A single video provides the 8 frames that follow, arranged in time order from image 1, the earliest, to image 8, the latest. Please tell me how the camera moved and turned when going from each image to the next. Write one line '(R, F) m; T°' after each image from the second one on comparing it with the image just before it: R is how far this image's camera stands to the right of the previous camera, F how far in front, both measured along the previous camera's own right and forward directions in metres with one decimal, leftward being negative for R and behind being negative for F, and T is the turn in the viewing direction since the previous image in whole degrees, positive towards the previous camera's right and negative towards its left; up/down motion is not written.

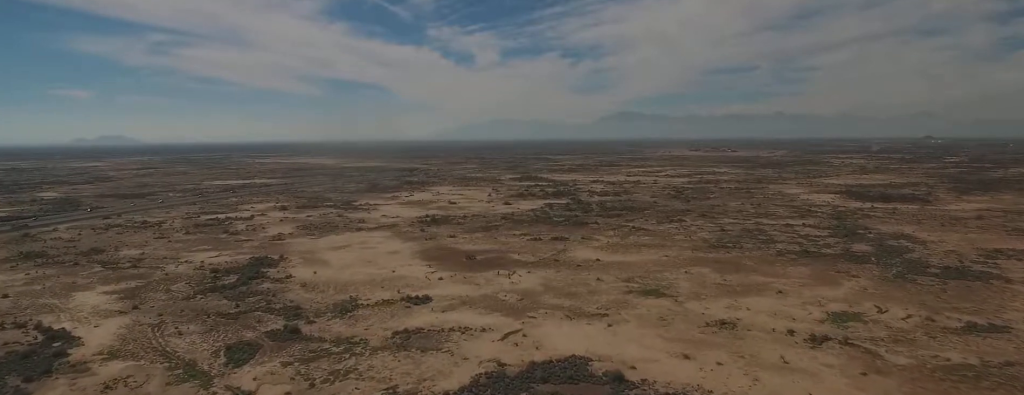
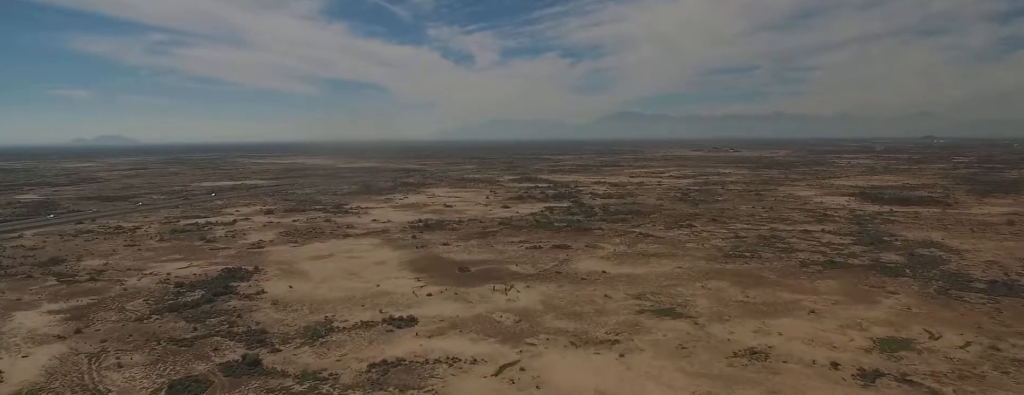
(-0.1, +25.1) m; -1°
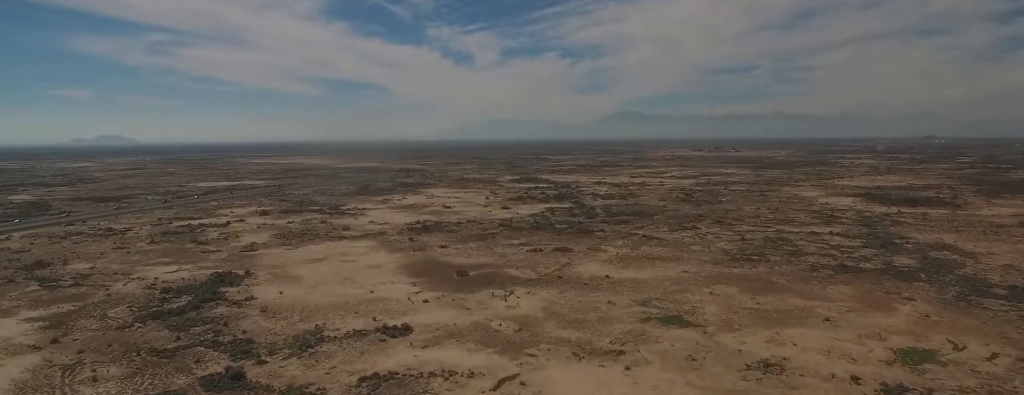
(0.0, +8.7) m; -1°
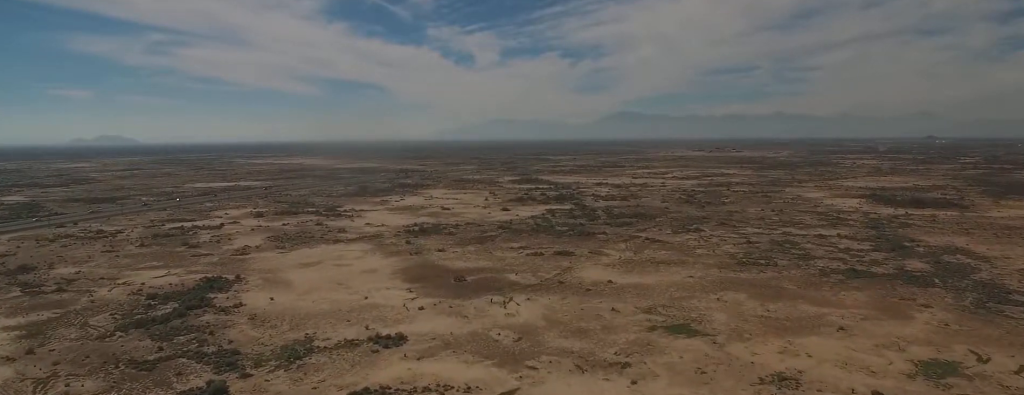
(0.0, +8.2) m; 0°
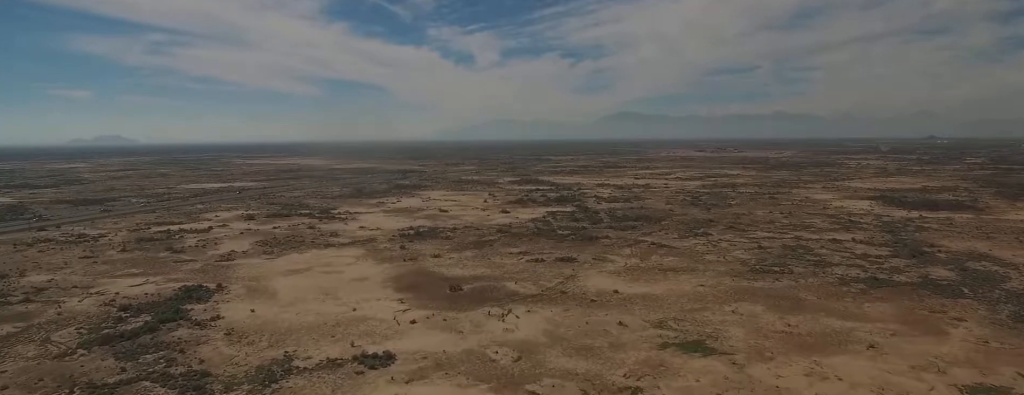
(-0.2, +15.0) m; -1°
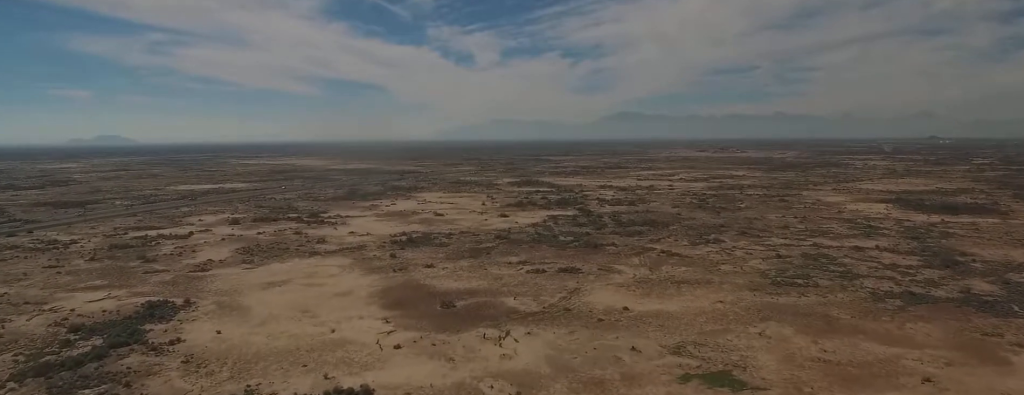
(0.0, +22.4) m; +1°
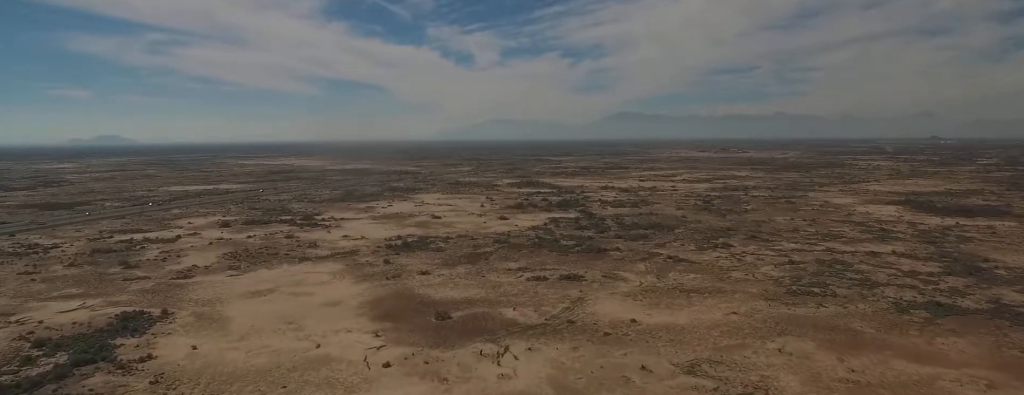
(+0.1, +13.7) m; +1°
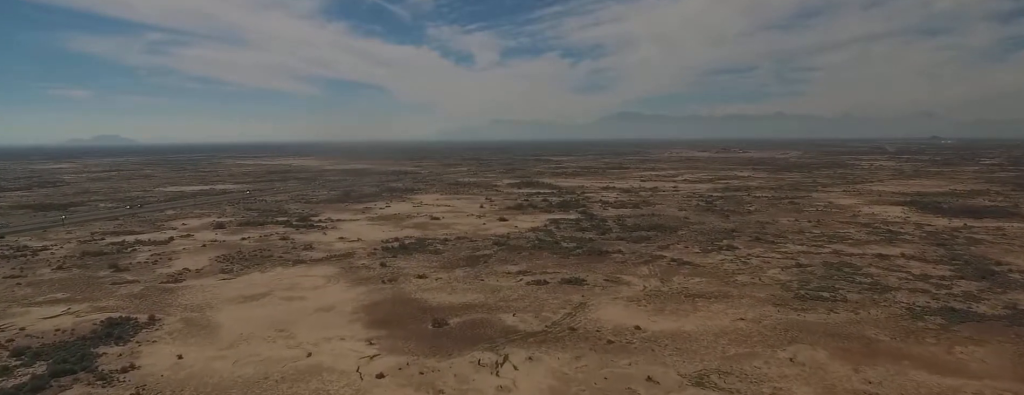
(0.0, +7.3) m; +1°
